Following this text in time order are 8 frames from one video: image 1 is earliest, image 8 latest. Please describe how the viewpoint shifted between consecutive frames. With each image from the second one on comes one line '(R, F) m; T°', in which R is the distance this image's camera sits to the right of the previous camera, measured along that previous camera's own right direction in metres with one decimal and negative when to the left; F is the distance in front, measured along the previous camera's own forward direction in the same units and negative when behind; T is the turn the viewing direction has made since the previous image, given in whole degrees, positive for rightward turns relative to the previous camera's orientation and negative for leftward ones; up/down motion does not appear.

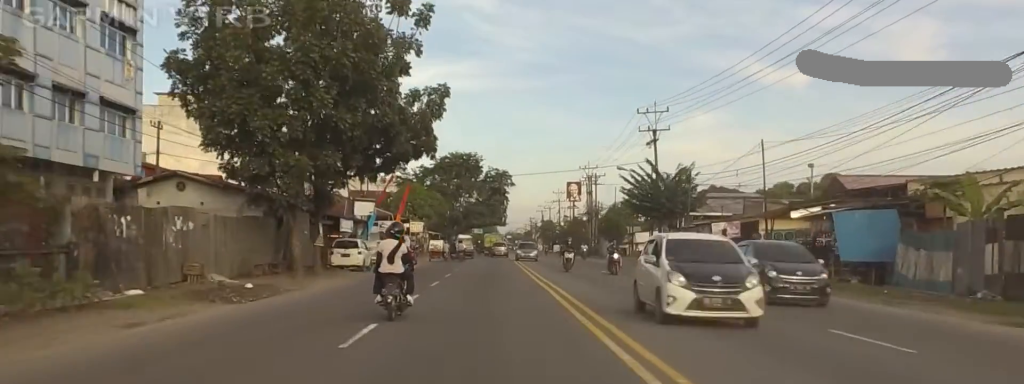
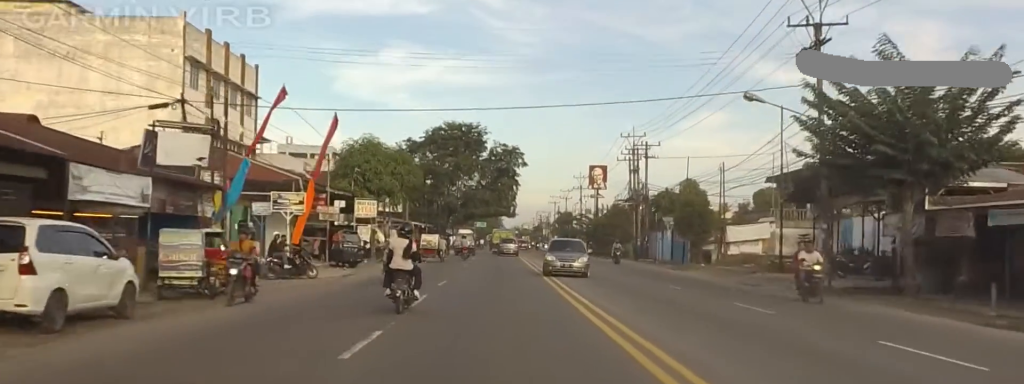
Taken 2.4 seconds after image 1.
(0.0, +34.2) m; 0°
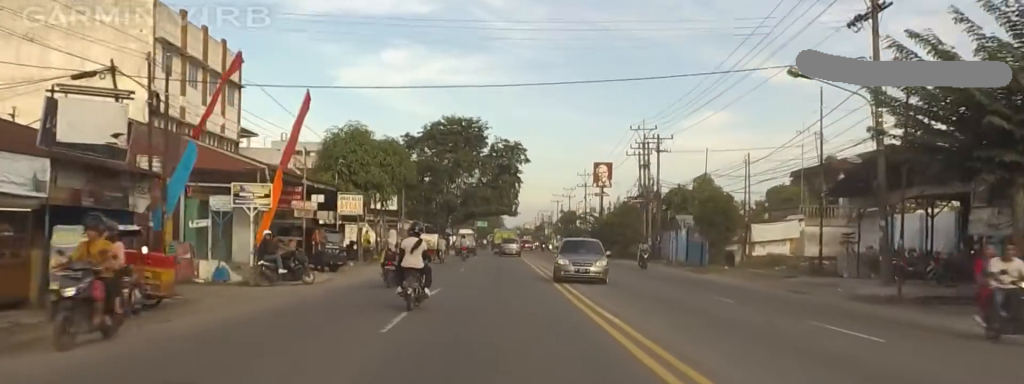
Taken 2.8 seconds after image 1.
(0.0, +5.6) m; 0°
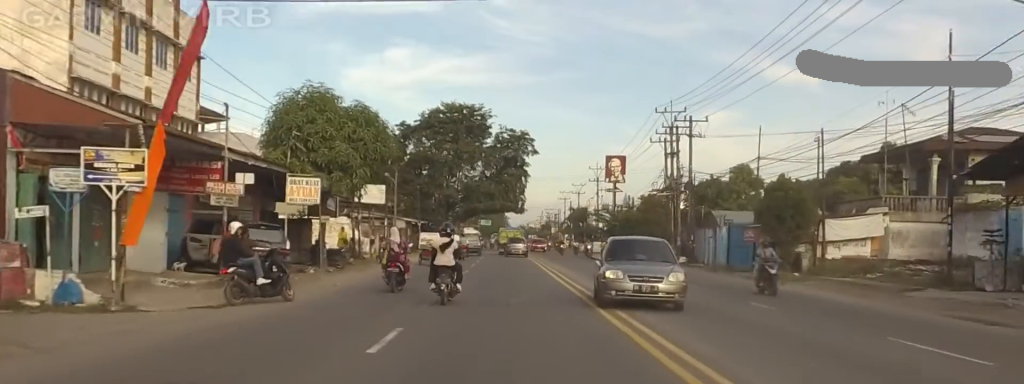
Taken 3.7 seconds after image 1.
(0.0, +11.5) m; 0°
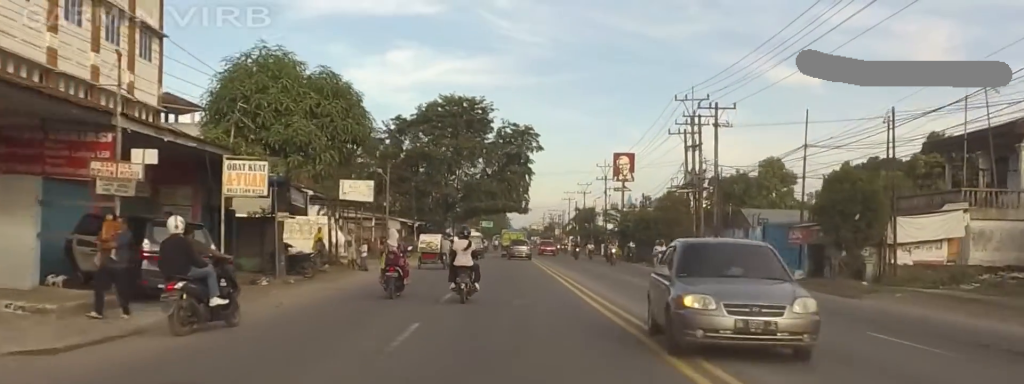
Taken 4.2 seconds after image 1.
(0.0, +7.5) m; 0°
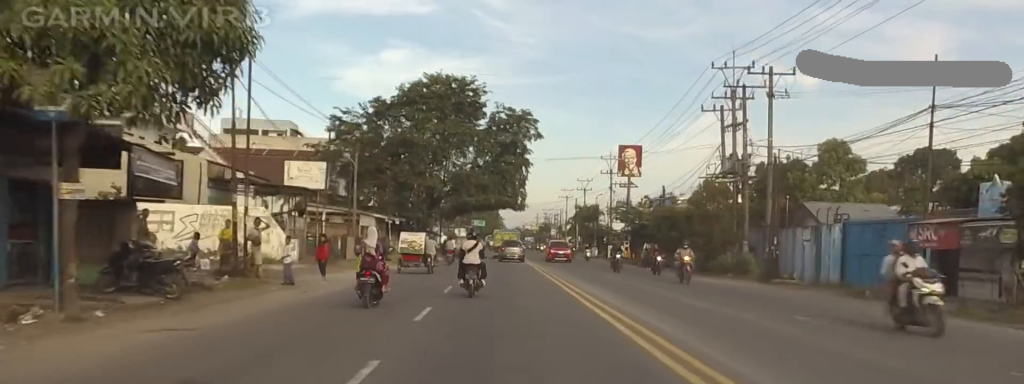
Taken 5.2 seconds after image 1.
(0.0, +13.3) m; 0°
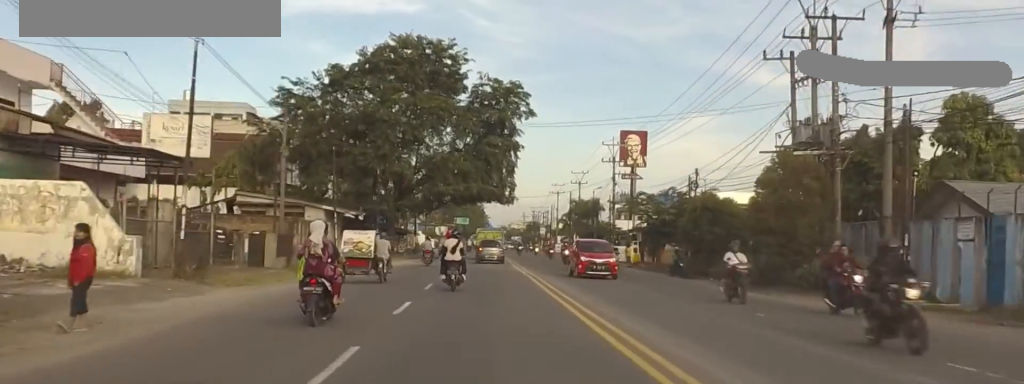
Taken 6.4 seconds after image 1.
(0.0, +15.7) m; 0°
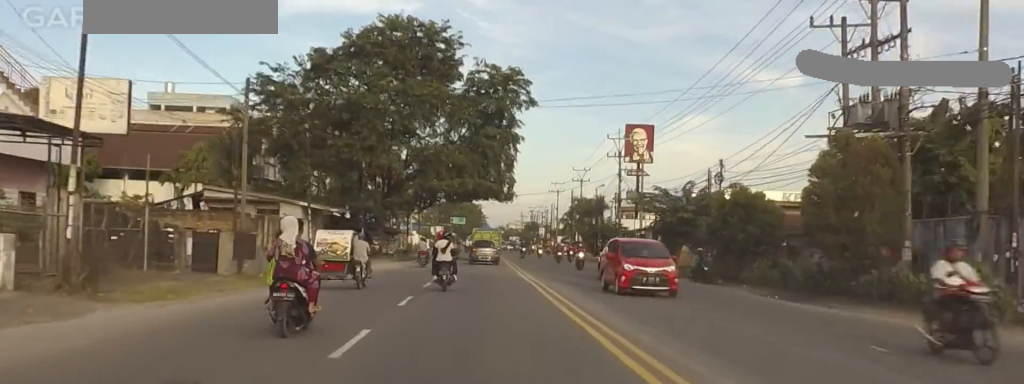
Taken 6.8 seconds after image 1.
(0.0, +5.9) m; 0°
